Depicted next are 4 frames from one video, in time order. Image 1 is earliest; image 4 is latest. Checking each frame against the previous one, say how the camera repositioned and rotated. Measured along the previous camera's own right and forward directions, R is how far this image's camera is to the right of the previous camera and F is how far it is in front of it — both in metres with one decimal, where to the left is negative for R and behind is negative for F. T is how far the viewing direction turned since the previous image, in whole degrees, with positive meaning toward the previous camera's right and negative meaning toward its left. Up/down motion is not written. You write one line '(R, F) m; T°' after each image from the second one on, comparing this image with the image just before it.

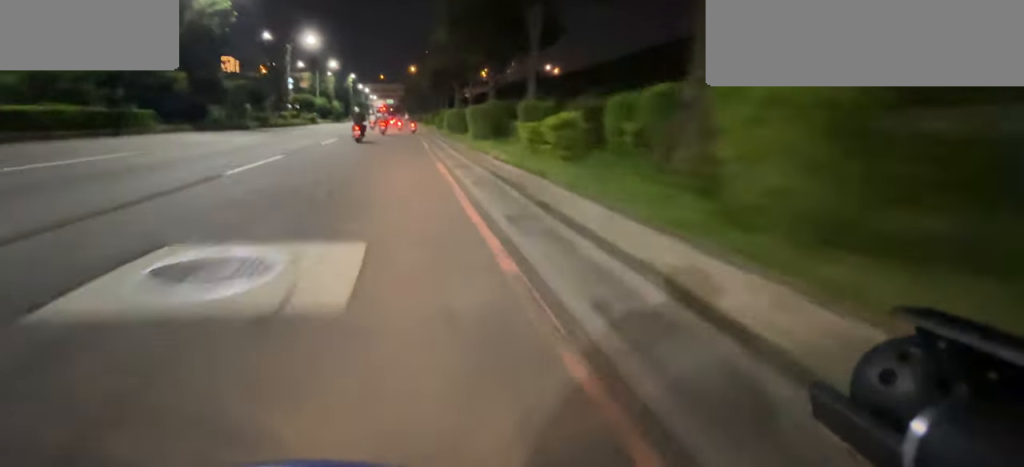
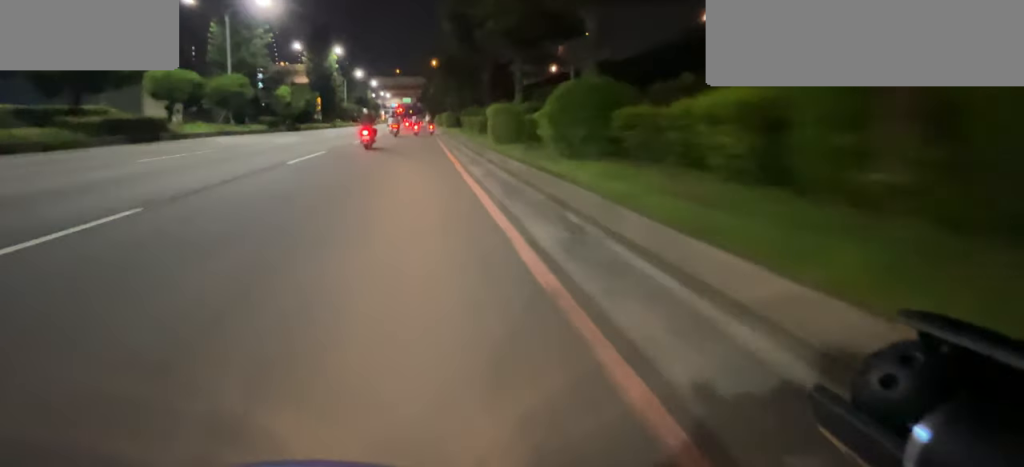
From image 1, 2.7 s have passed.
(-0.8, +37.5) m; -1°
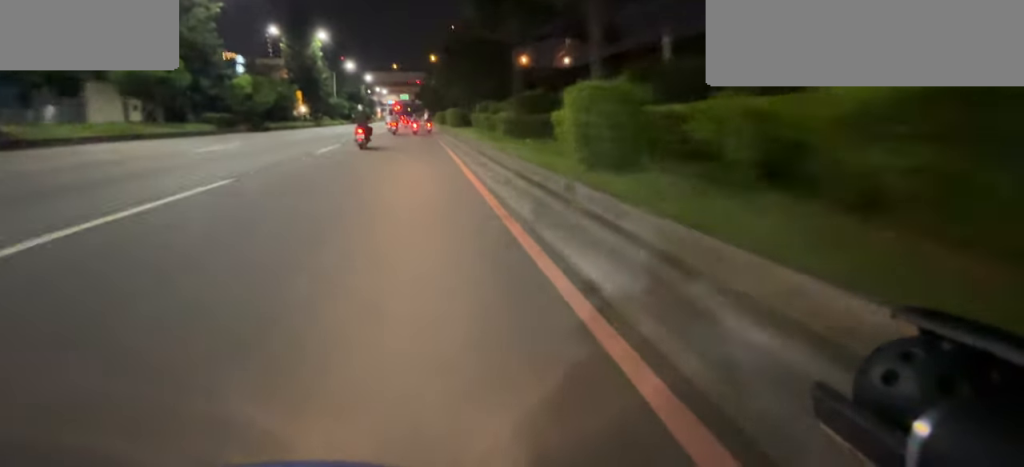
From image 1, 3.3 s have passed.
(+0.1, +7.7) m; 0°
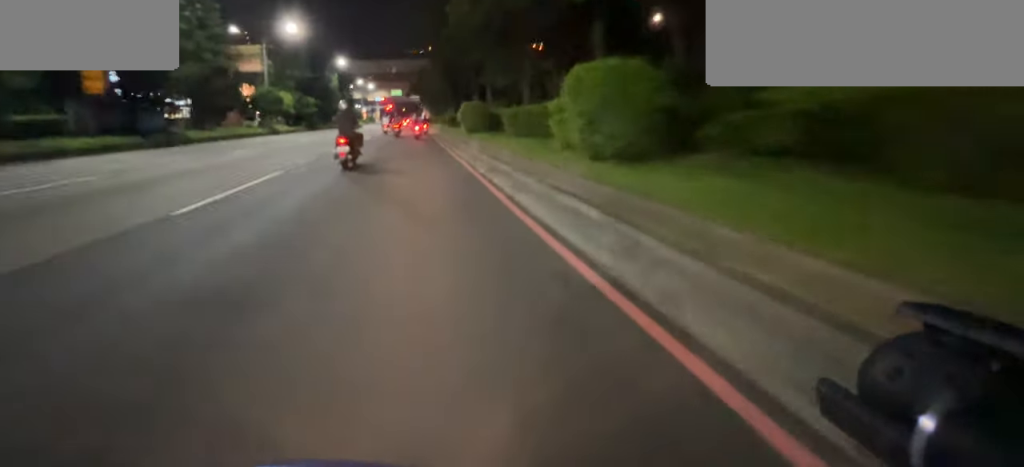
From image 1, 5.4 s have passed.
(+0.4, +26.6) m; +2°
